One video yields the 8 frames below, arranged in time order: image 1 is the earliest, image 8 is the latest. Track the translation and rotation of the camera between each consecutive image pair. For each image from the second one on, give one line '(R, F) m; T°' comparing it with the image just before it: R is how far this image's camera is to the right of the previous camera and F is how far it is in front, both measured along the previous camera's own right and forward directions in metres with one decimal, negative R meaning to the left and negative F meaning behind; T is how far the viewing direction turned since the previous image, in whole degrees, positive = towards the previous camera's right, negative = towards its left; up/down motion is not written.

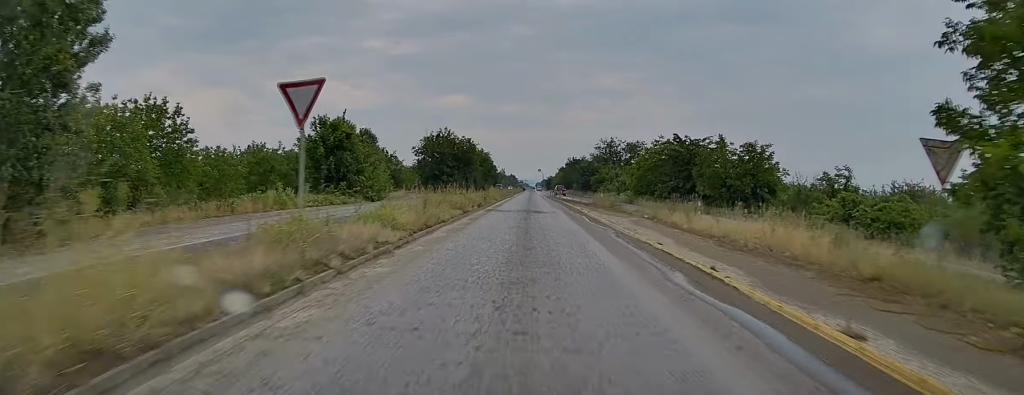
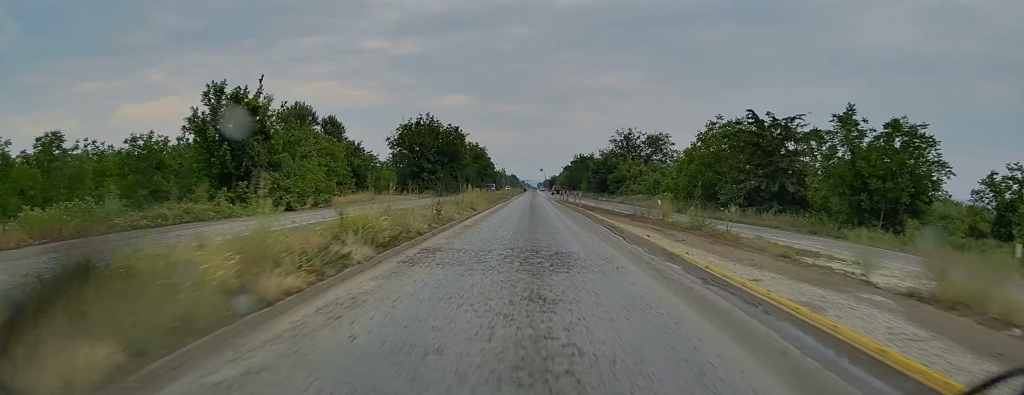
(+0.3, +22.3) m; +1°
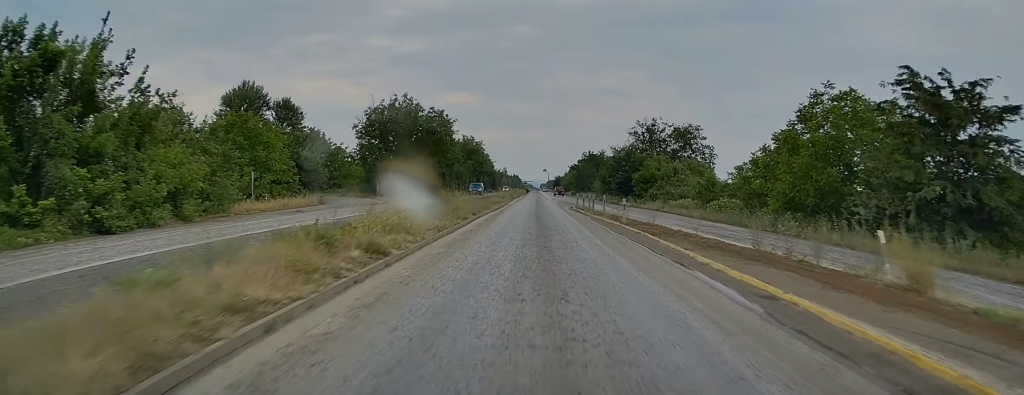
(-0.5, +19.3) m; -2°
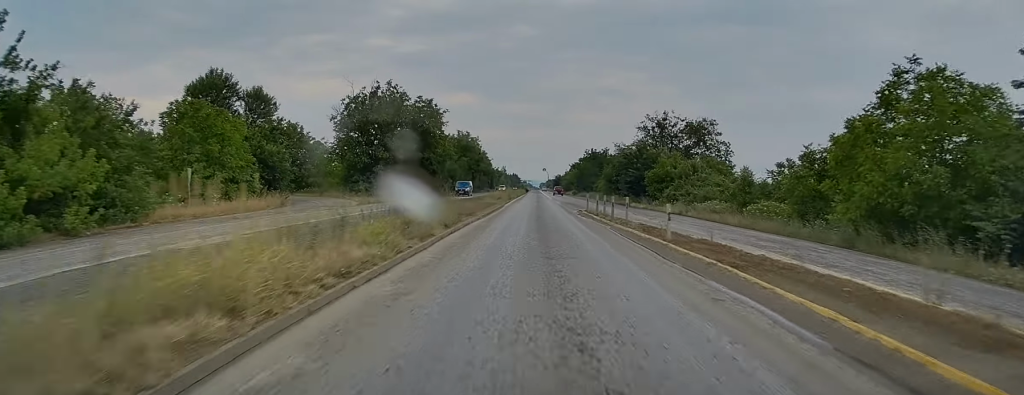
(+0.1, +8.2) m; 0°
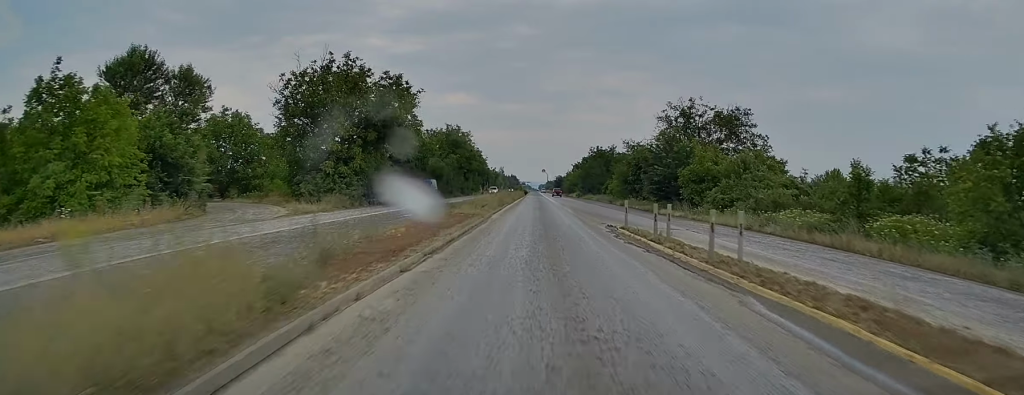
(+0.2, +14.8) m; 0°
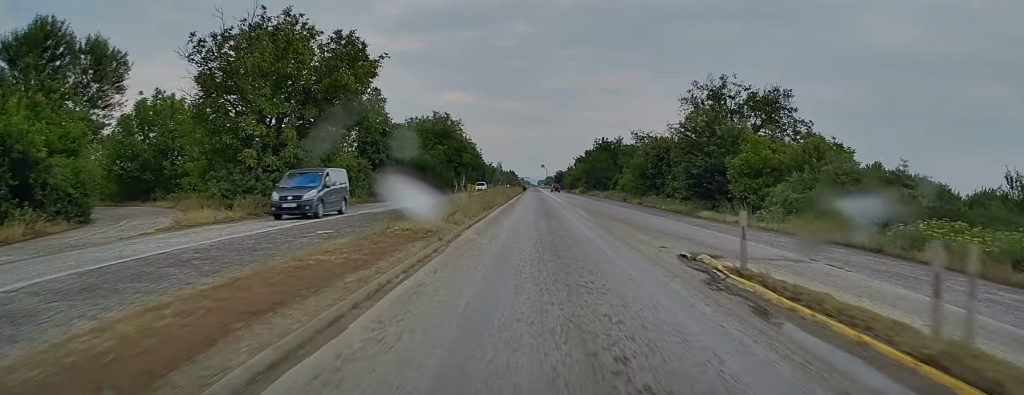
(0.0, +12.6) m; 0°
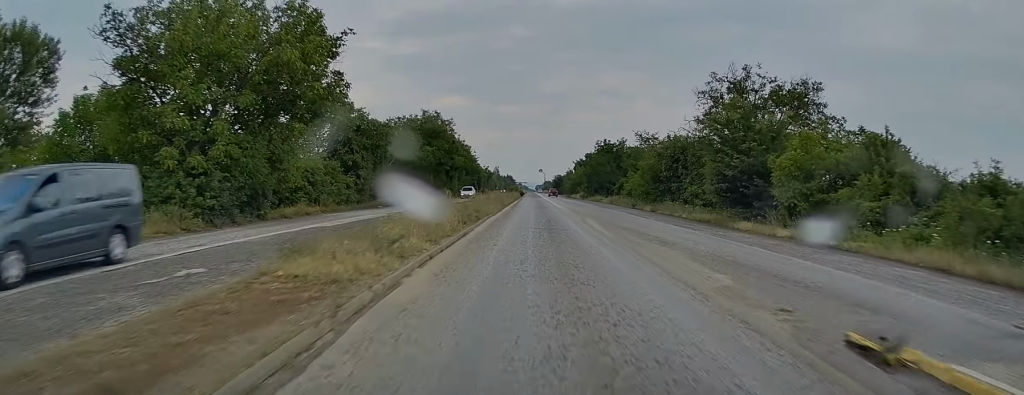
(-0.1, +7.5) m; +1°
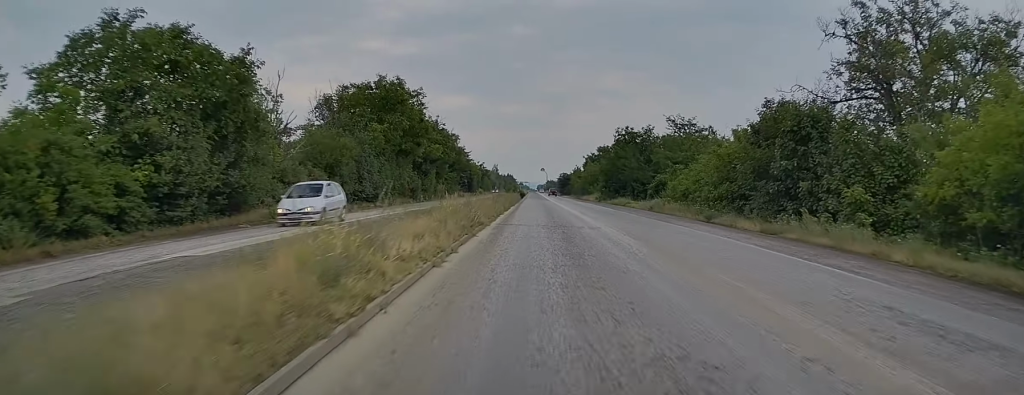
(+0.4, +25.5) m; +1°
